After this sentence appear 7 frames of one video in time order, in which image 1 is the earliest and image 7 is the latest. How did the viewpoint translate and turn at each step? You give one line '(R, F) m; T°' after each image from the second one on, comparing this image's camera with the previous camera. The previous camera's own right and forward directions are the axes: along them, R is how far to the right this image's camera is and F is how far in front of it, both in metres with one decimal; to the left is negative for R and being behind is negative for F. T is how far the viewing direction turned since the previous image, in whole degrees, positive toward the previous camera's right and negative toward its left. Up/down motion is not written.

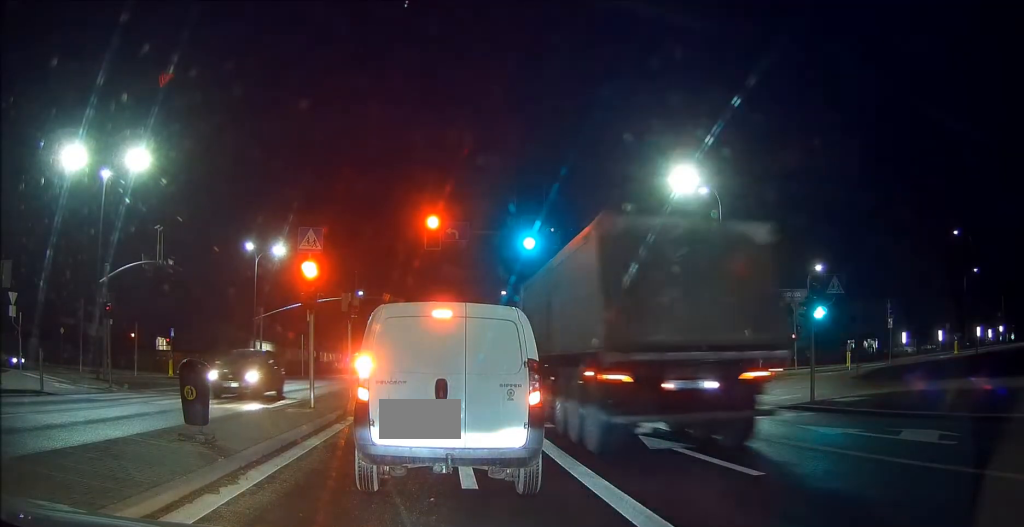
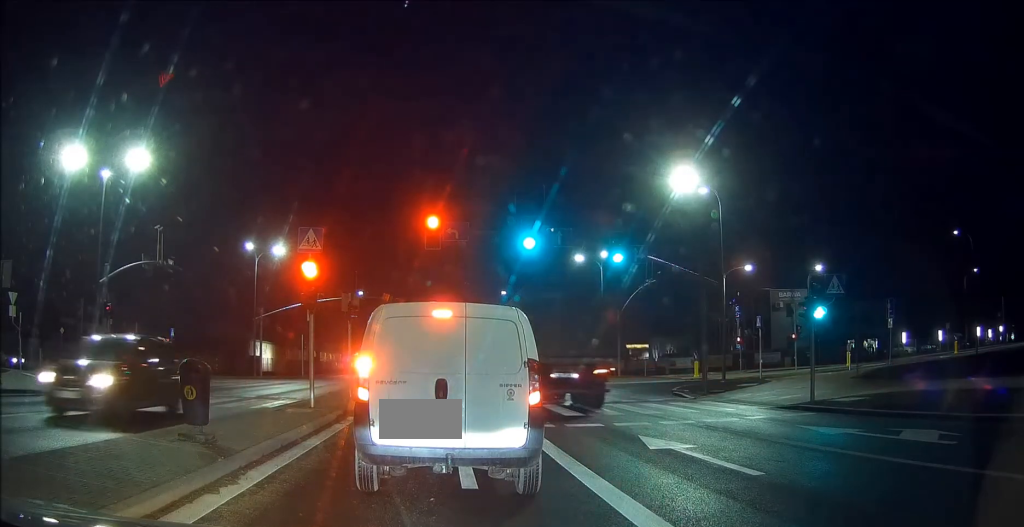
(0.0, +0.1) m; 0°
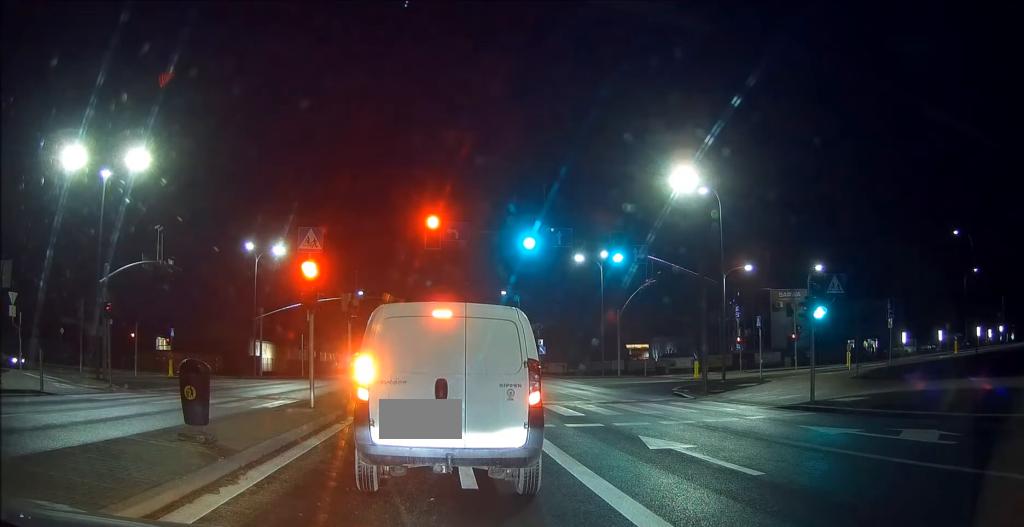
(0.0, 0.0) m; 0°
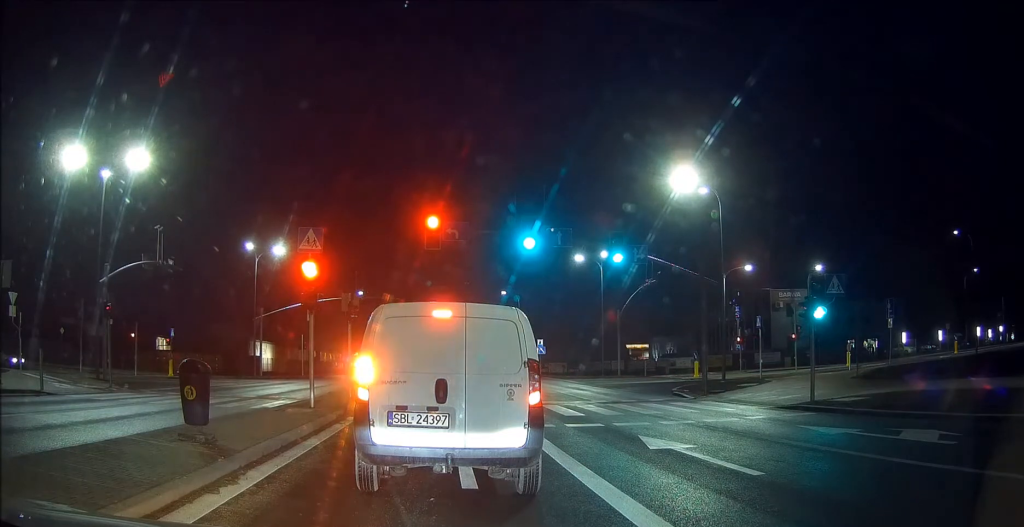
(0.0, 0.0) m; 0°
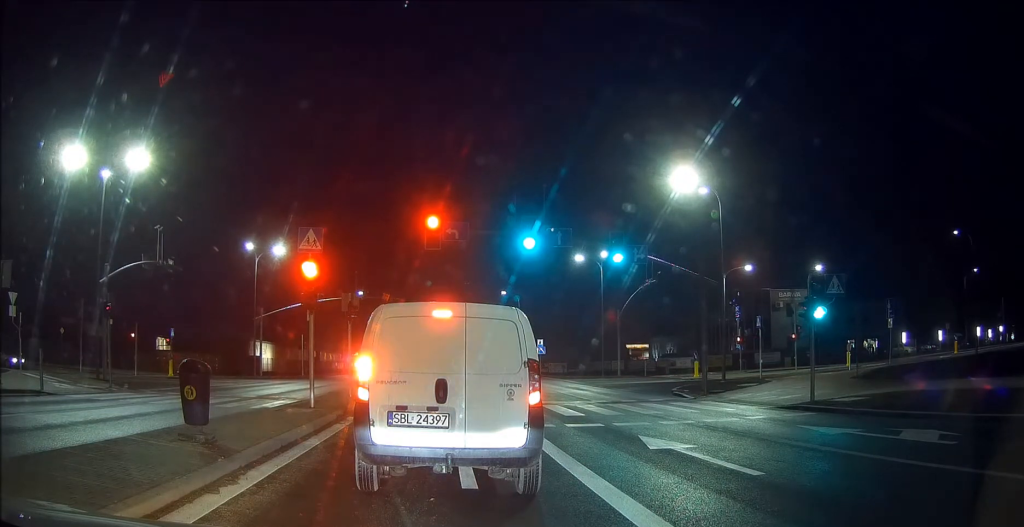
(0.0, +0.1) m; 0°
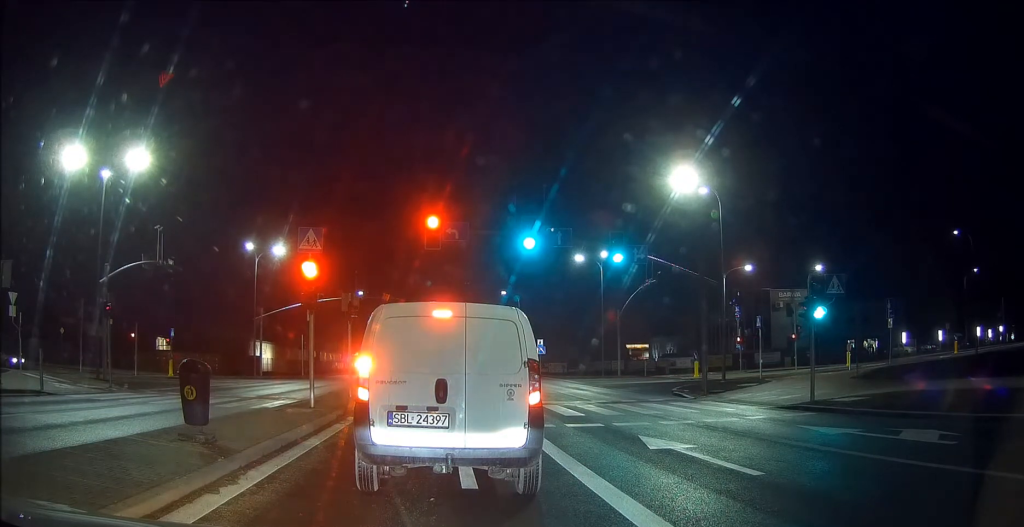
(0.0, +0.1) m; 0°
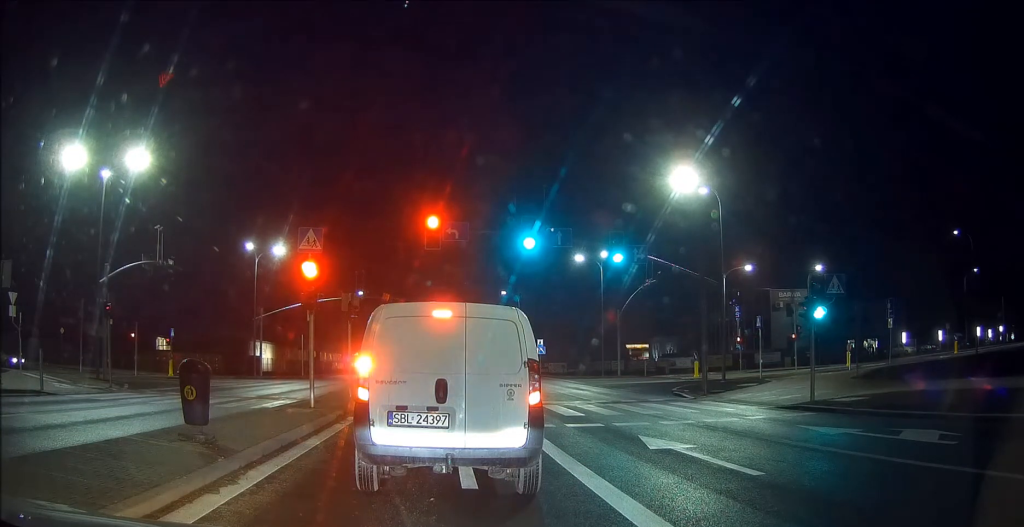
(0.0, +0.2) m; 0°
